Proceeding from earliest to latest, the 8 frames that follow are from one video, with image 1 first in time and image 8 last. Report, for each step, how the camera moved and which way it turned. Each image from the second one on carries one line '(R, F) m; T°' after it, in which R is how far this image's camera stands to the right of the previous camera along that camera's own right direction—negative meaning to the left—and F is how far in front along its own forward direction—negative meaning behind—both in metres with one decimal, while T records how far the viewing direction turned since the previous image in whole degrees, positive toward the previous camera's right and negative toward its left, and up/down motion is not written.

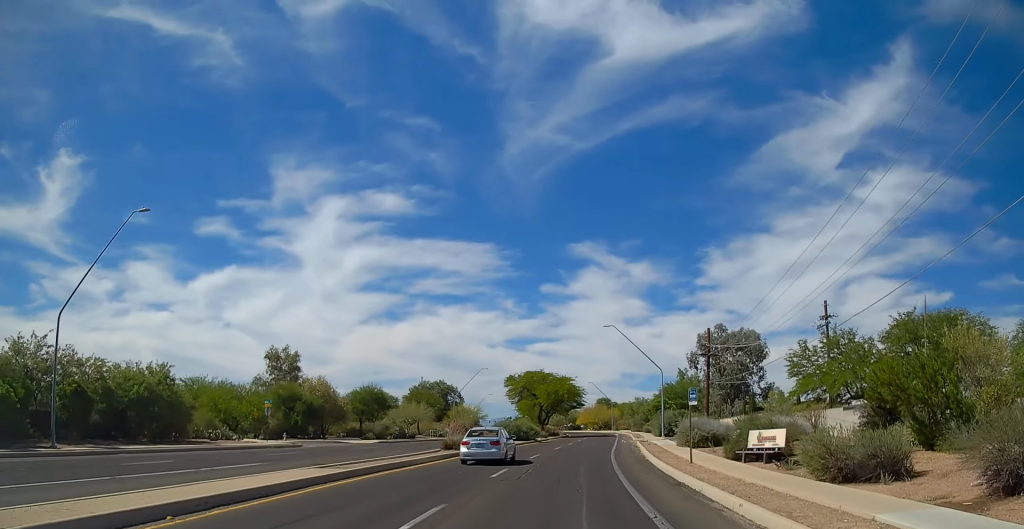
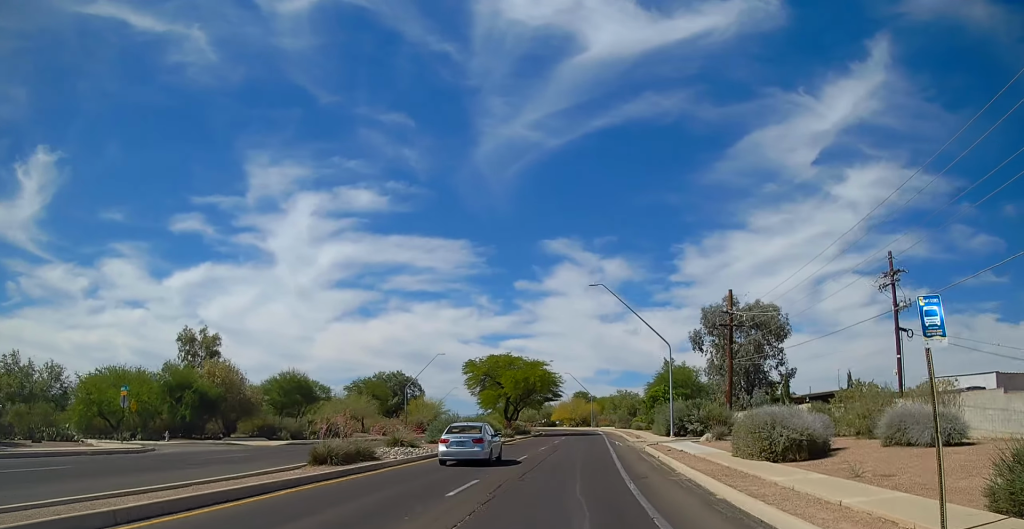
(+1.0, +17.4) m; +2°
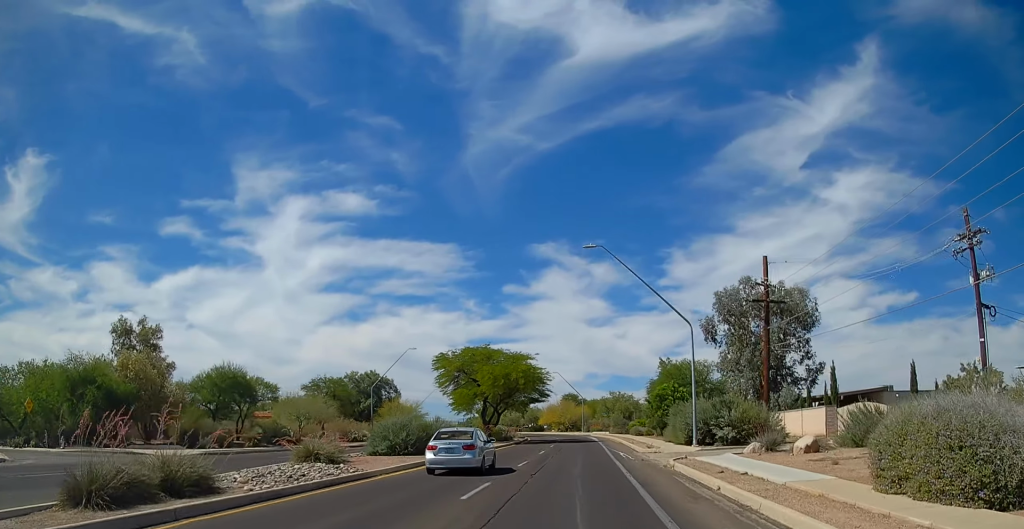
(-0.4, +11.2) m; +1°
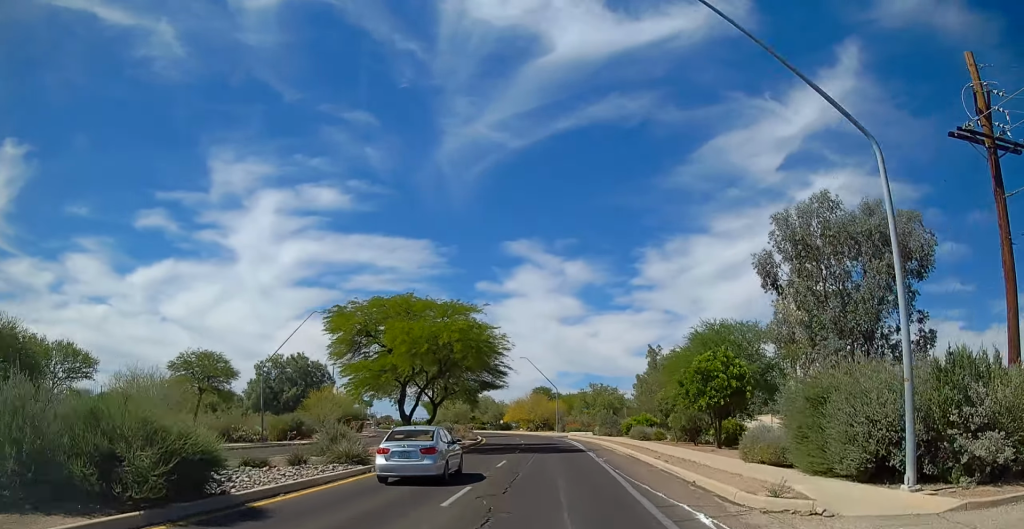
(+0.8, +23.6) m; +2°
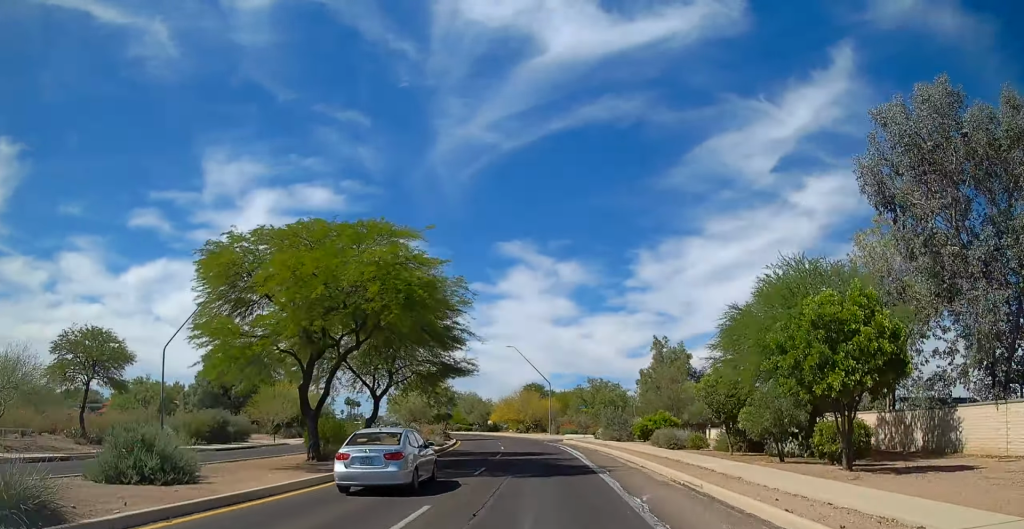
(0.0, +14.5) m; +1°
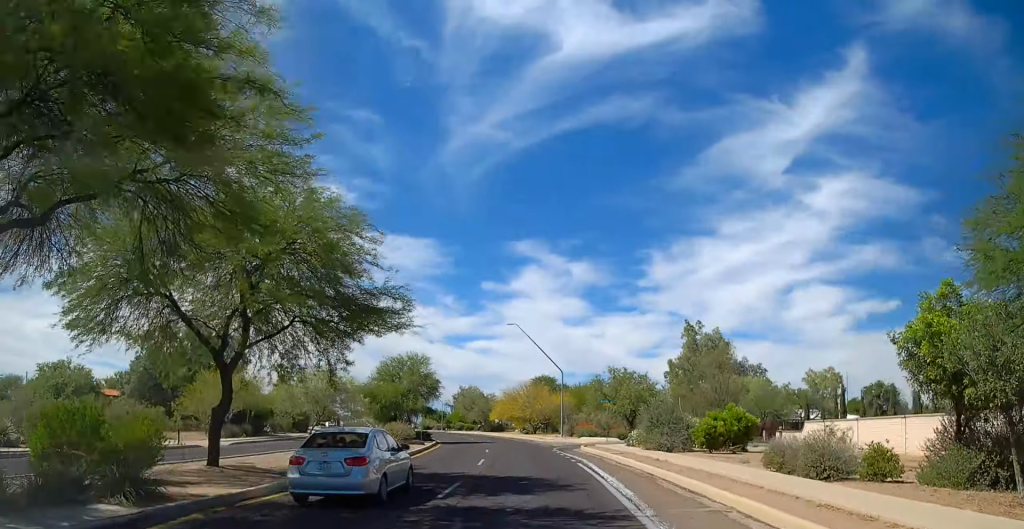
(-0.2, +17.5) m; 0°
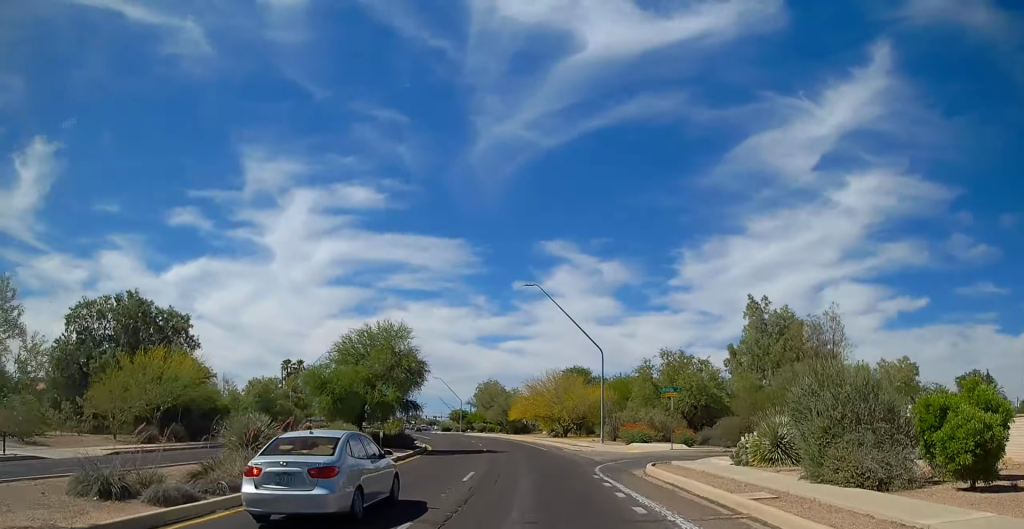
(+0.4, +18.1) m; -1°
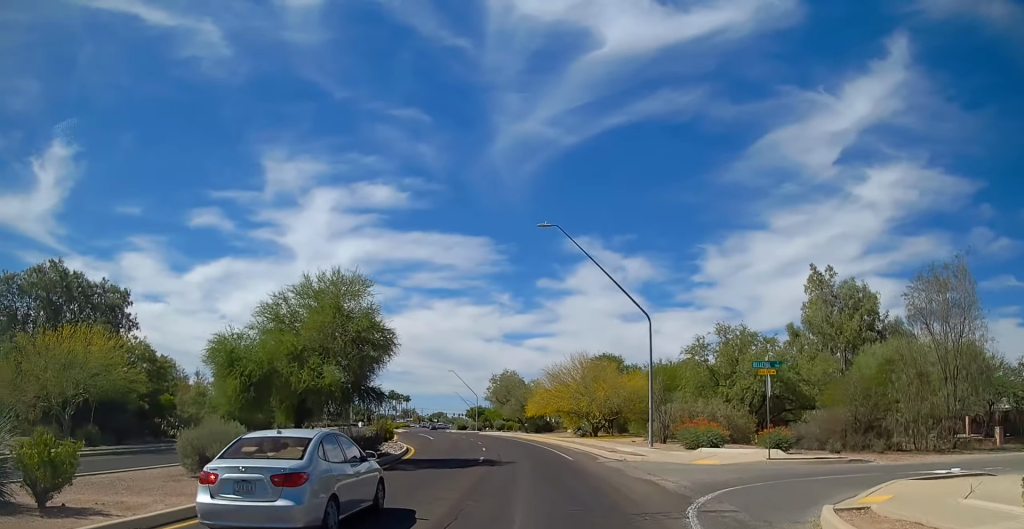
(-0.3, +13.3) m; -3°
